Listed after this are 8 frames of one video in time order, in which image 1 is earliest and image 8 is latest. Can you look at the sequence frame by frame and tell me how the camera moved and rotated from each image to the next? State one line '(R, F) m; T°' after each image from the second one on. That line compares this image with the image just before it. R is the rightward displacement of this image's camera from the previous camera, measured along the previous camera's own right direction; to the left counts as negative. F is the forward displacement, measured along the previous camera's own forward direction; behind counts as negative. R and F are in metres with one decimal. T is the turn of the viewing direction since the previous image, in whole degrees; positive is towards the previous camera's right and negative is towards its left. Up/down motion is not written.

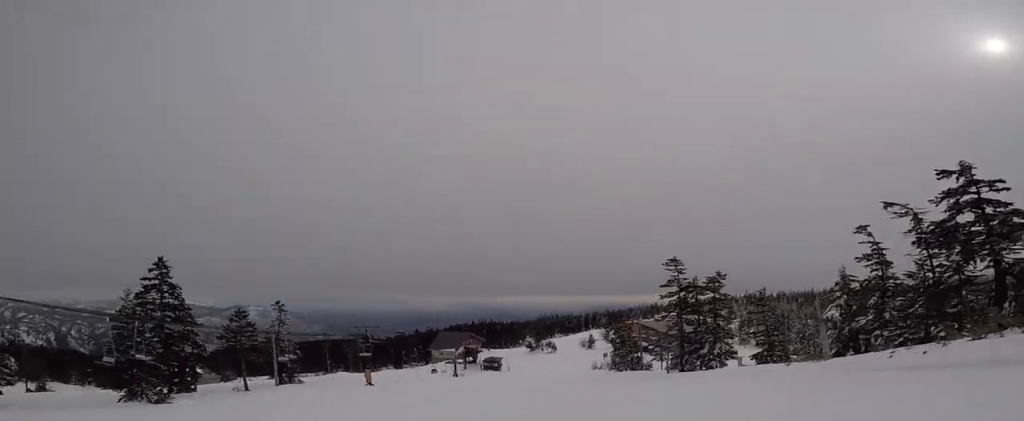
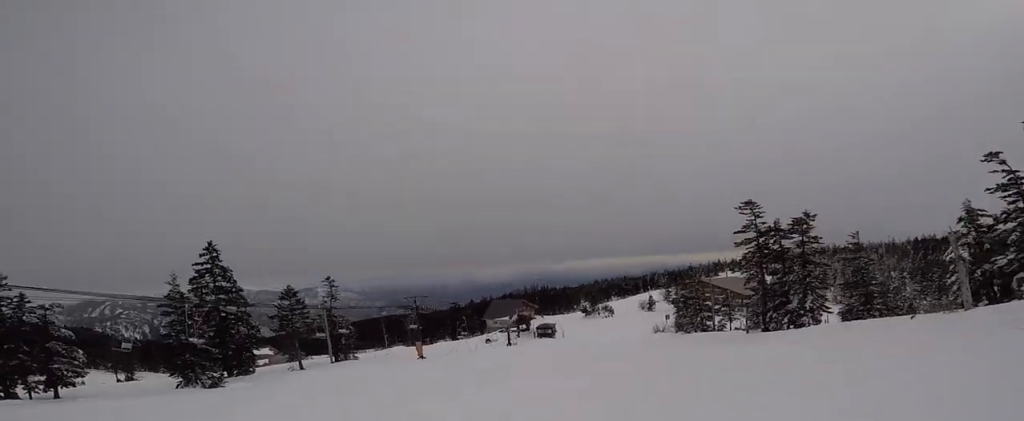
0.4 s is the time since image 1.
(-1.2, +3.1) m; +1°
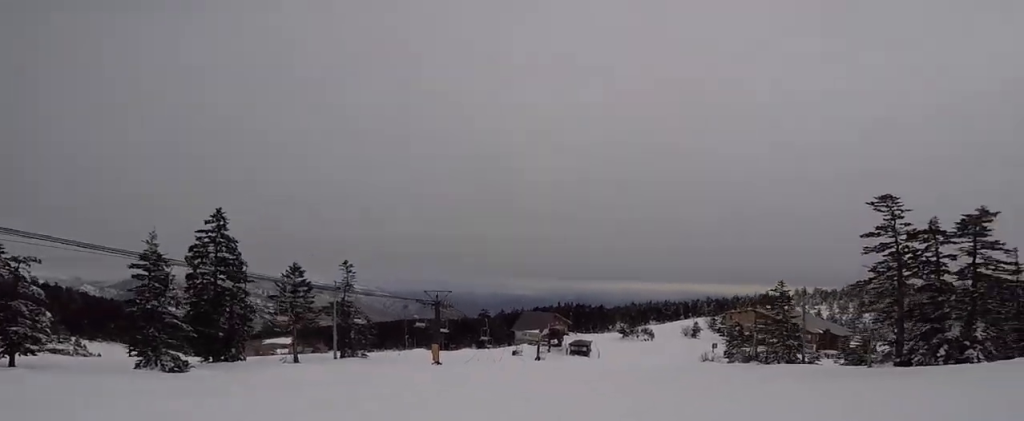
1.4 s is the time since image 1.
(+2.0, +7.1) m; +10°
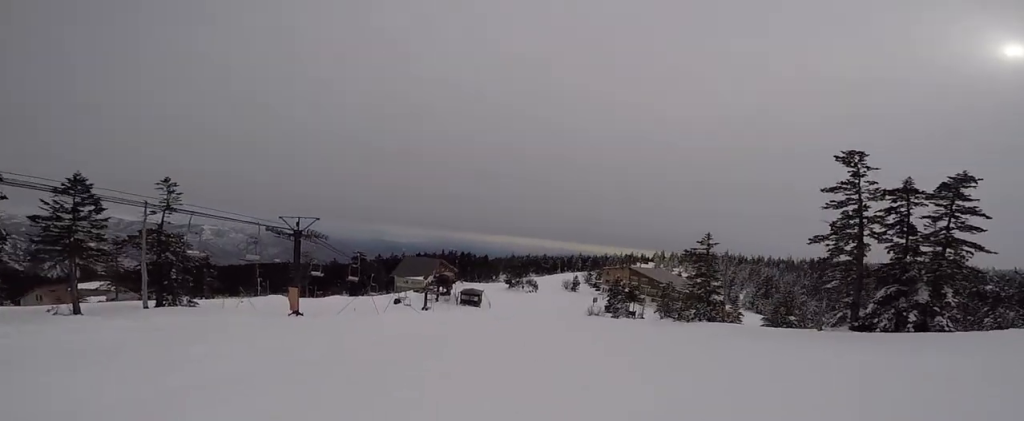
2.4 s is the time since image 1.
(-0.7, +6.9) m; +8°
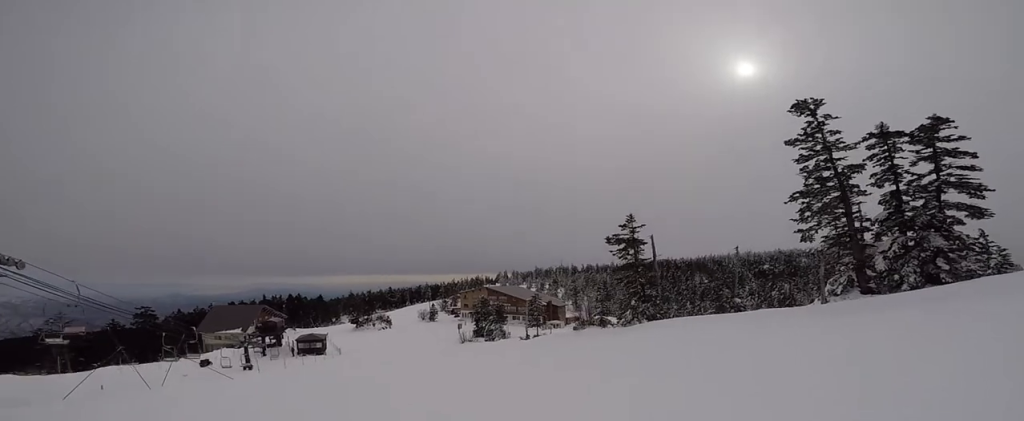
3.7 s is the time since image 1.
(+2.4, +9.6) m; +19°
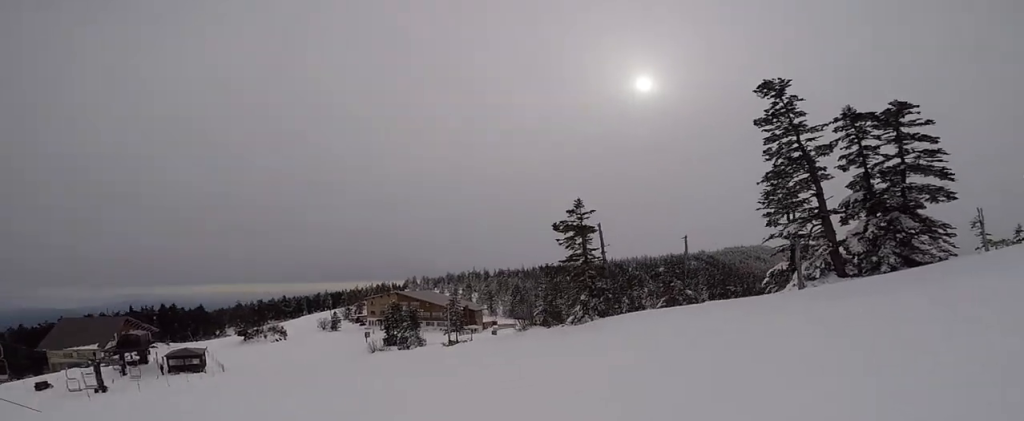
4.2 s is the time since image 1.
(-0.3, +4.3) m; +3°
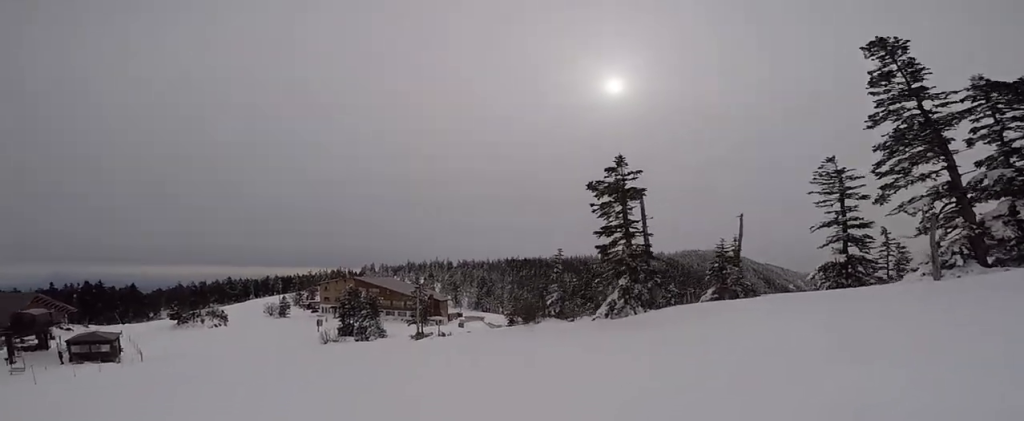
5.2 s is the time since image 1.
(+0.5, +6.8) m; +1°
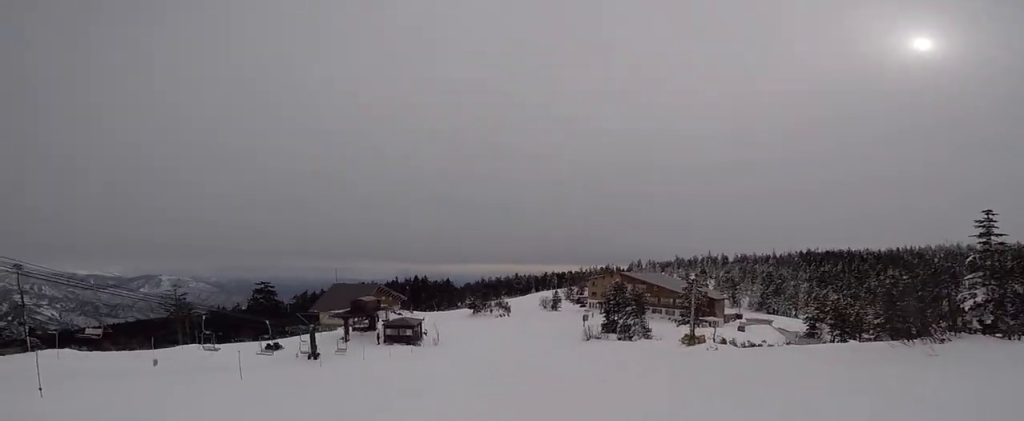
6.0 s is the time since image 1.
(-0.1, +6.5) m; -6°
